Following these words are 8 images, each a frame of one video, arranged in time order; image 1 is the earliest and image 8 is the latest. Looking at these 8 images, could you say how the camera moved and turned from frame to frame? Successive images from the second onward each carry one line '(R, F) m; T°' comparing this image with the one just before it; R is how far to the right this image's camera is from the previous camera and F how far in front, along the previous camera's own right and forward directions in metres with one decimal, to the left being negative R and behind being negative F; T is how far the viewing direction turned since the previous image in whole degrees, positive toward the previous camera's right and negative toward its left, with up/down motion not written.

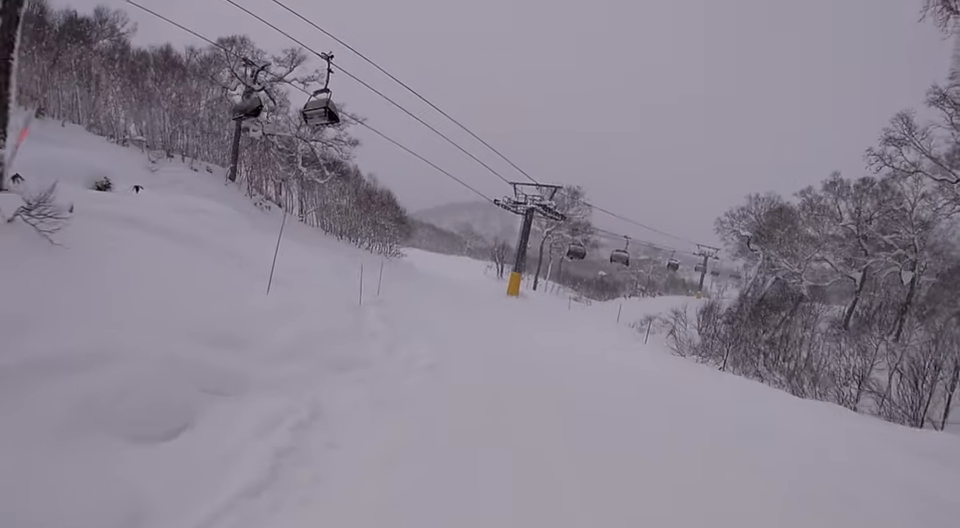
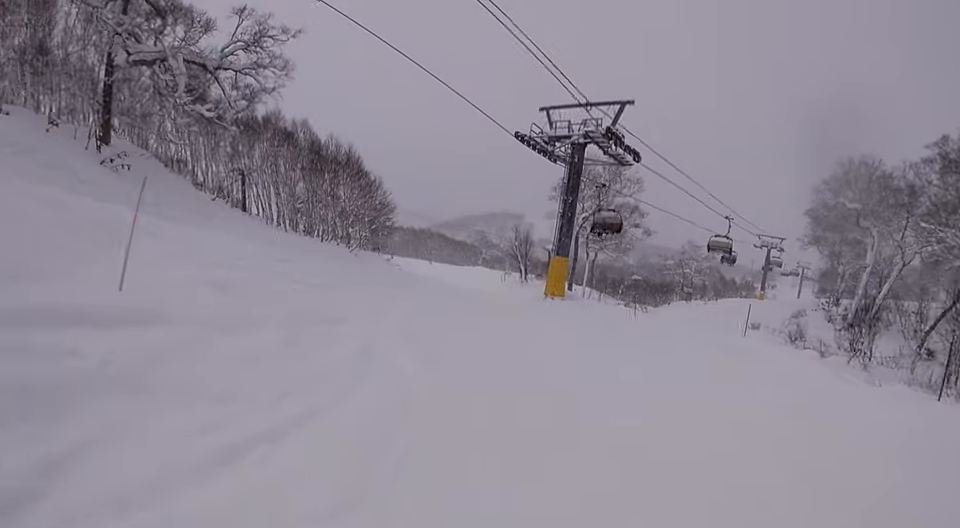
(+0.3, +17.7) m; -2°
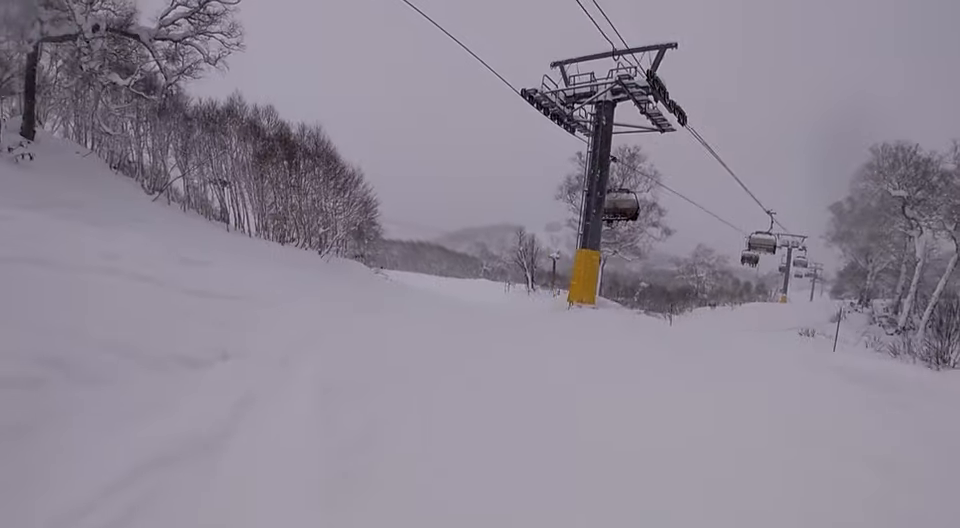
(-0.1, +5.7) m; -1°
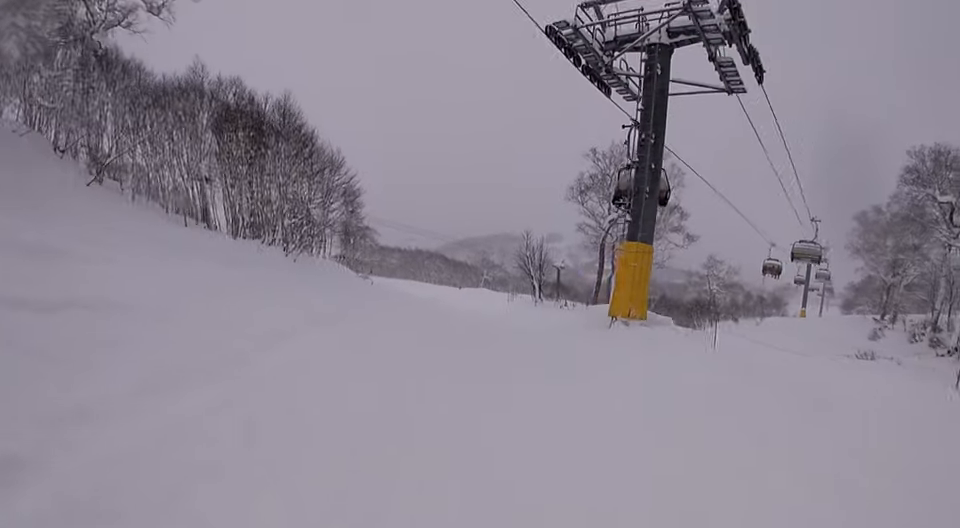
(0.0, +4.9) m; 0°
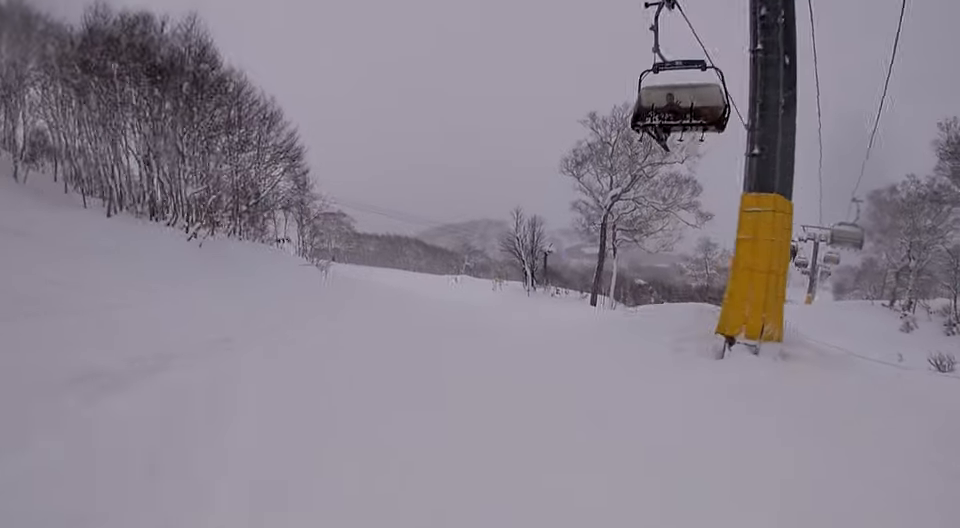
(0.0, +6.0) m; 0°
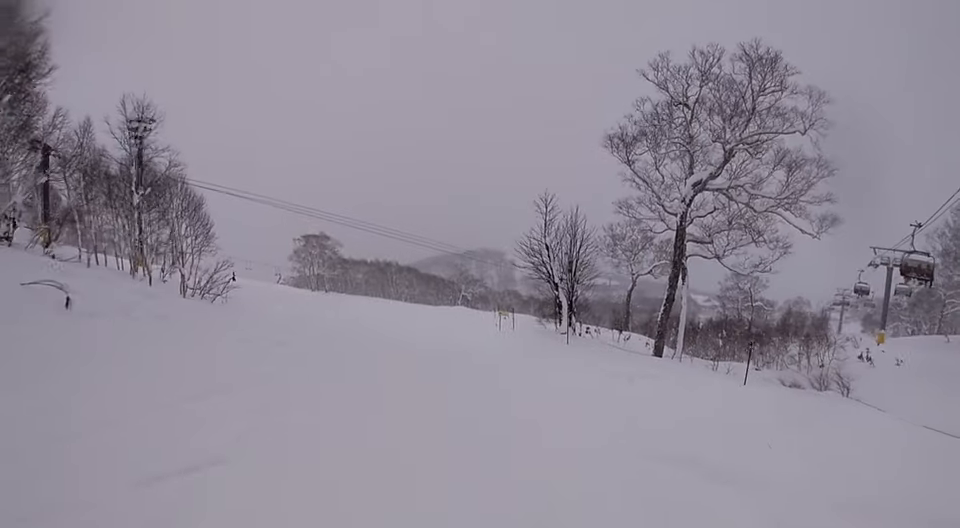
(0.0, +14.8) m; -1°
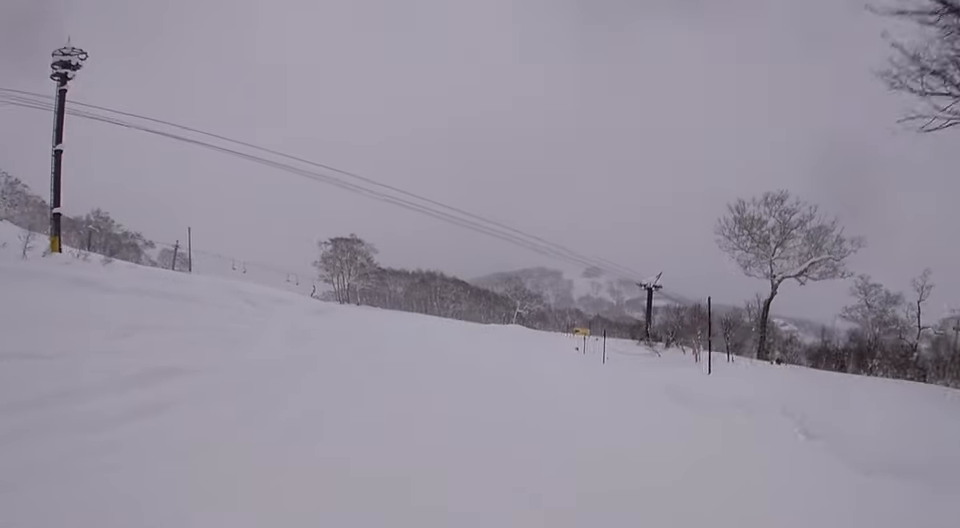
(-0.9, +19.5) m; -2°
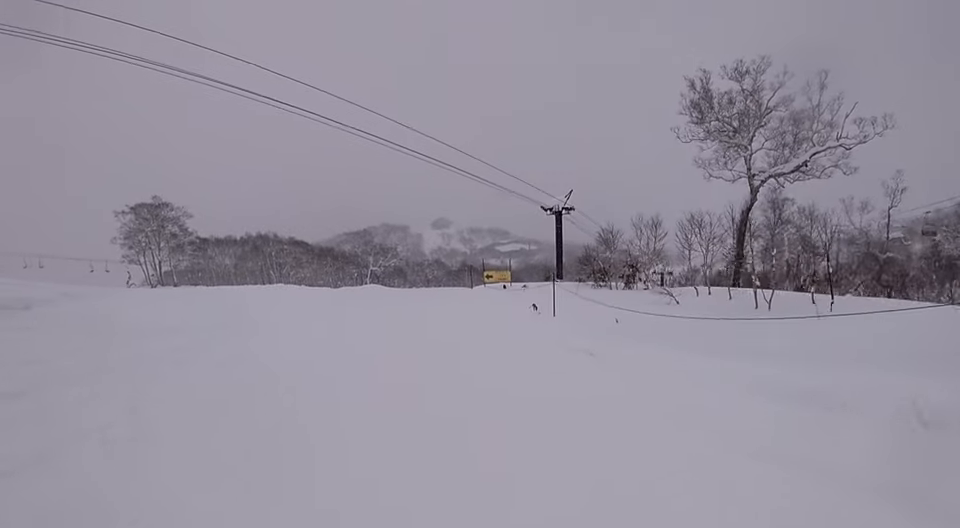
(+0.8, +15.7) m; +6°
